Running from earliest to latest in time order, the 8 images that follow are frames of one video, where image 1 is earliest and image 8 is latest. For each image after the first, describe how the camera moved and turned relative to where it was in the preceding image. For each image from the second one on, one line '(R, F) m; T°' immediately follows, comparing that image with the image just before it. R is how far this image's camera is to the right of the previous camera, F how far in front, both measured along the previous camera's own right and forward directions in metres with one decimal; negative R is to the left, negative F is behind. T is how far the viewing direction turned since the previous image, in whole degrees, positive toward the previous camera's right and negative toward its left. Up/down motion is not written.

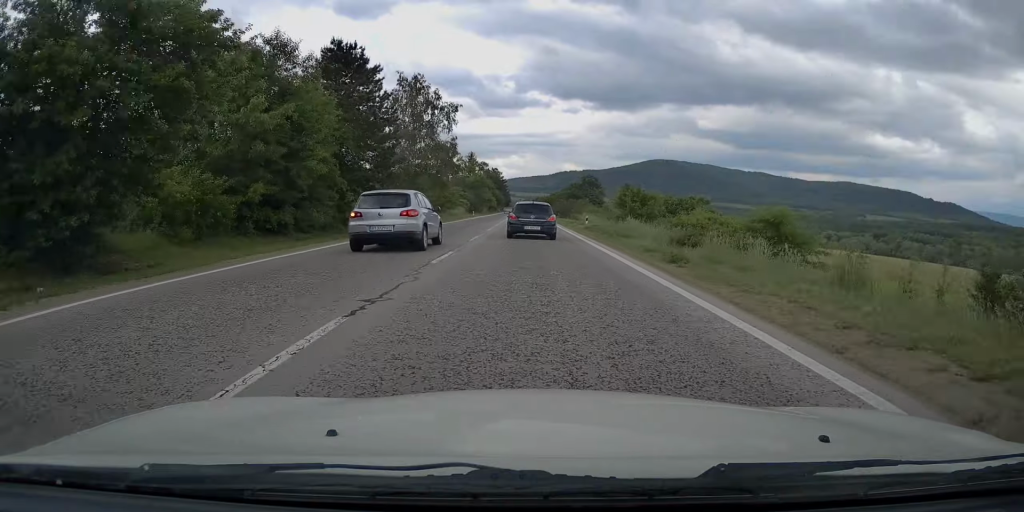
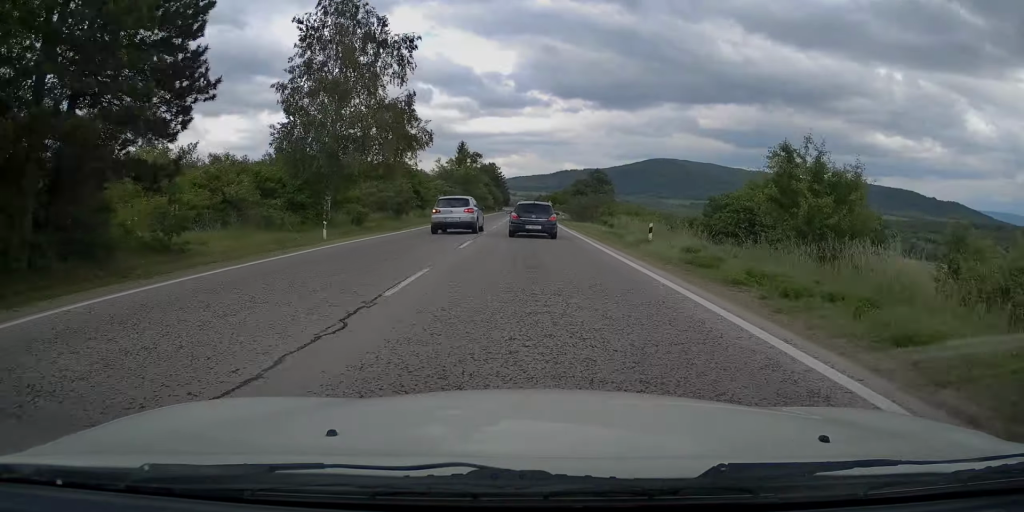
(-0.4, +22.4) m; -1°
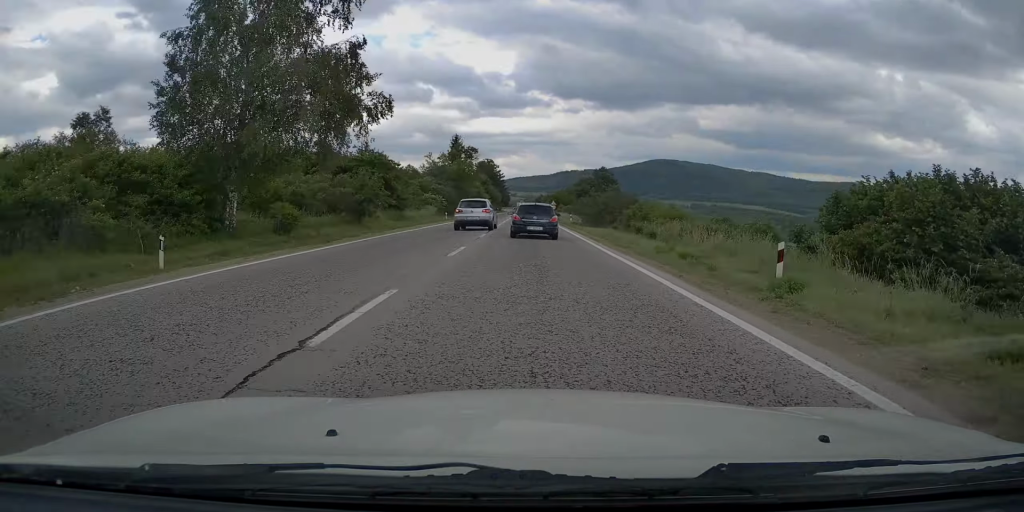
(0.0, +11.6) m; 0°
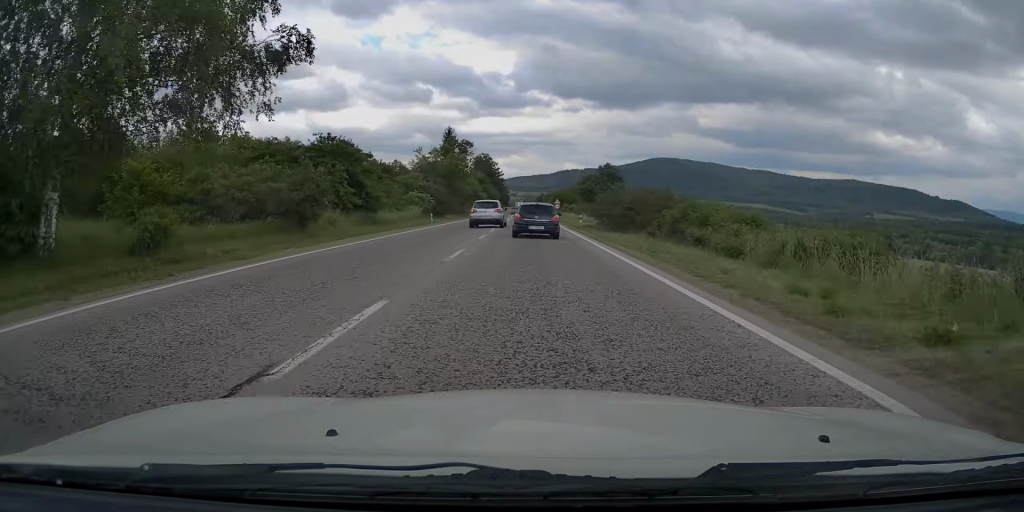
(0.0, +9.9) m; 0°
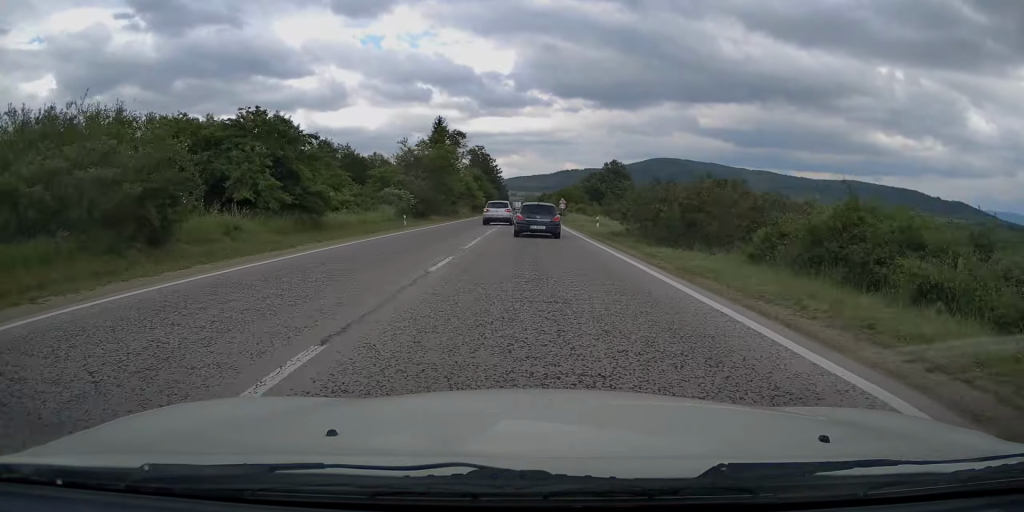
(0.0, +11.6) m; 0°
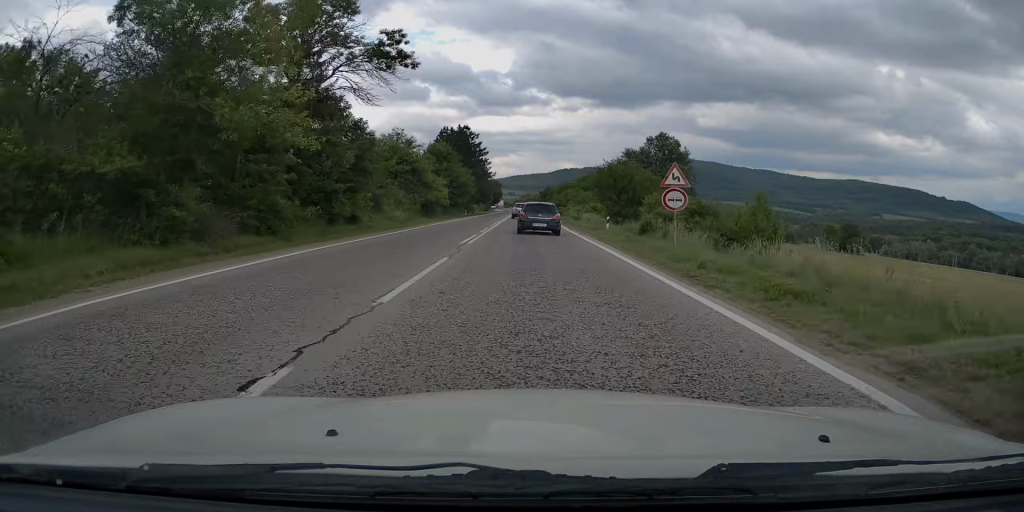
(+0.2, +54.8) m; 0°
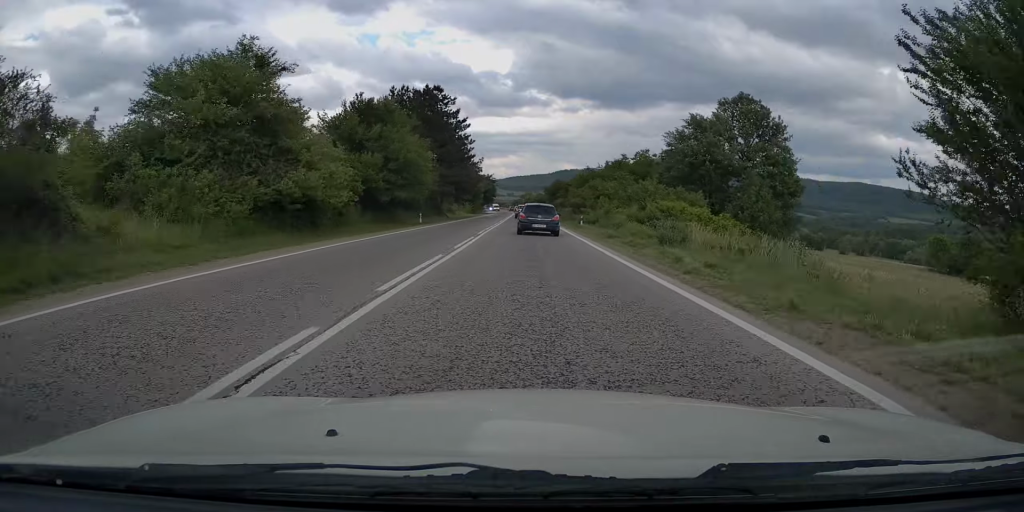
(+0.1, +36.5) m; 0°
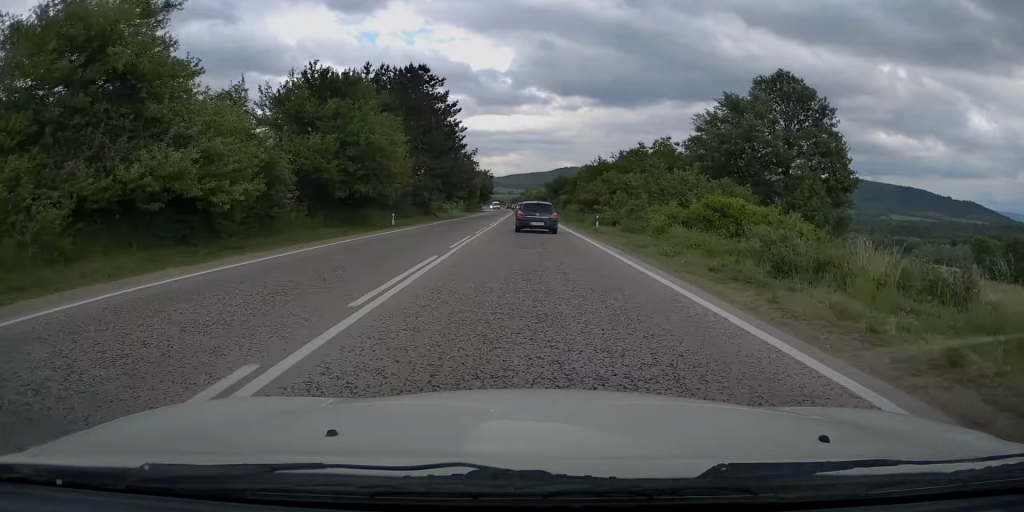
(0.0, +10.0) m; 0°
